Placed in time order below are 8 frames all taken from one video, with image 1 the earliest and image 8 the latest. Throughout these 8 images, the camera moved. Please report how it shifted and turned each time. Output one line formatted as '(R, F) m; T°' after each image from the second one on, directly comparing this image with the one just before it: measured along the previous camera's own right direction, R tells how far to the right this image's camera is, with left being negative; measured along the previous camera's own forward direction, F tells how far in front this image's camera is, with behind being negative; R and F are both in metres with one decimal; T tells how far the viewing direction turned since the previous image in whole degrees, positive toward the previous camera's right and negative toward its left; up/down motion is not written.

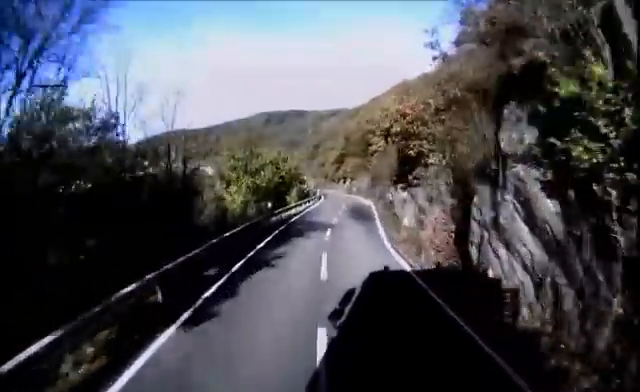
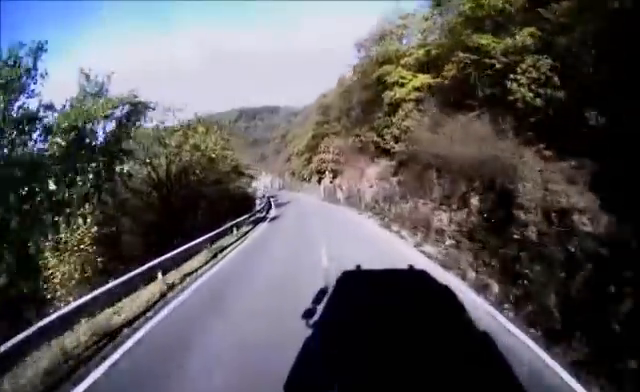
(0.0, +37.9) m; 0°
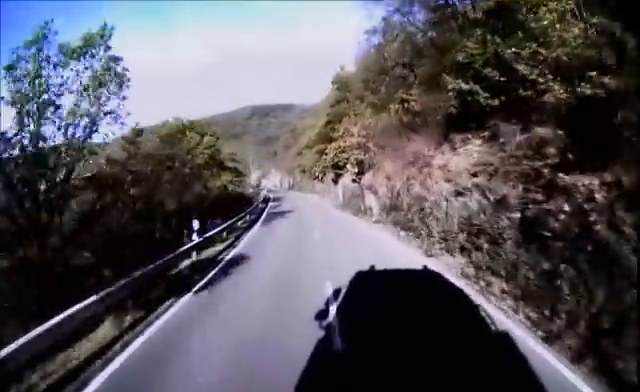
(-0.1, +14.8) m; -1°
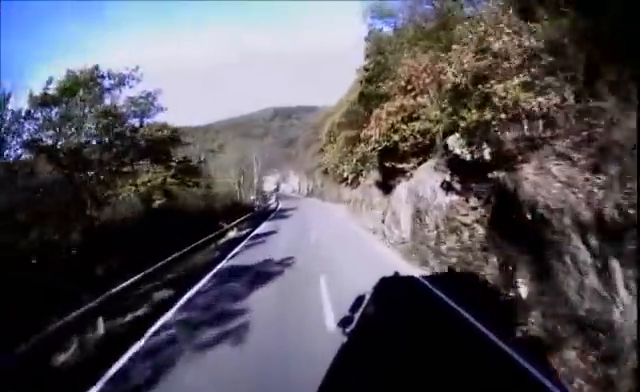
(-0.2, +18.3) m; -2°
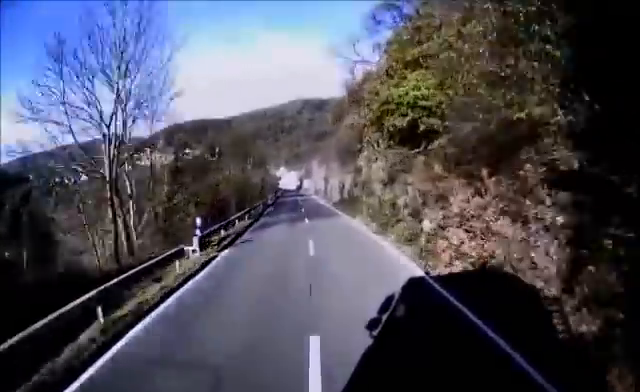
(-1.3, +40.3) m; -3°
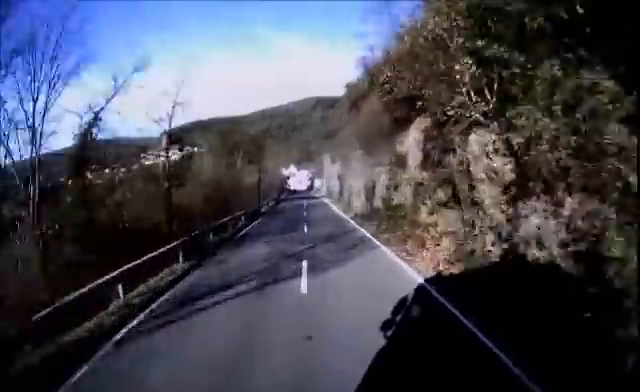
(-0.2, +12.1) m; -1°
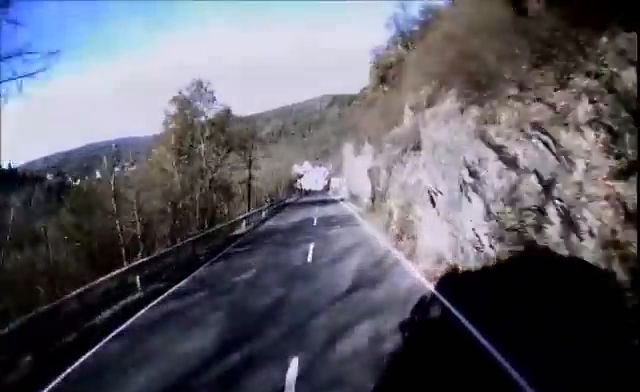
(-0.1, +14.2) m; -2°
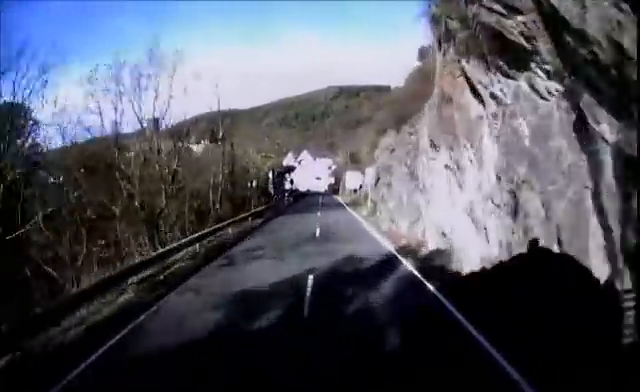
(-1.0, +38.0) m; -2°
